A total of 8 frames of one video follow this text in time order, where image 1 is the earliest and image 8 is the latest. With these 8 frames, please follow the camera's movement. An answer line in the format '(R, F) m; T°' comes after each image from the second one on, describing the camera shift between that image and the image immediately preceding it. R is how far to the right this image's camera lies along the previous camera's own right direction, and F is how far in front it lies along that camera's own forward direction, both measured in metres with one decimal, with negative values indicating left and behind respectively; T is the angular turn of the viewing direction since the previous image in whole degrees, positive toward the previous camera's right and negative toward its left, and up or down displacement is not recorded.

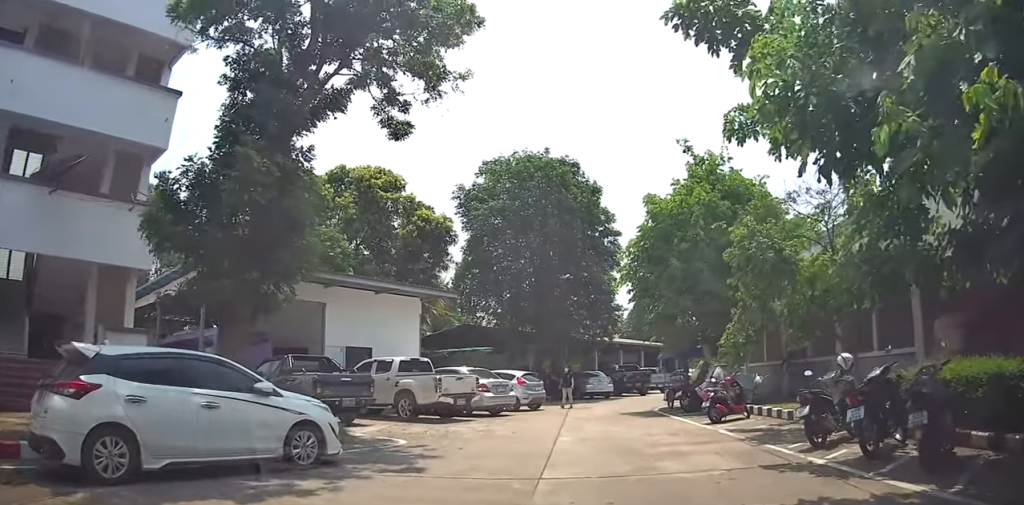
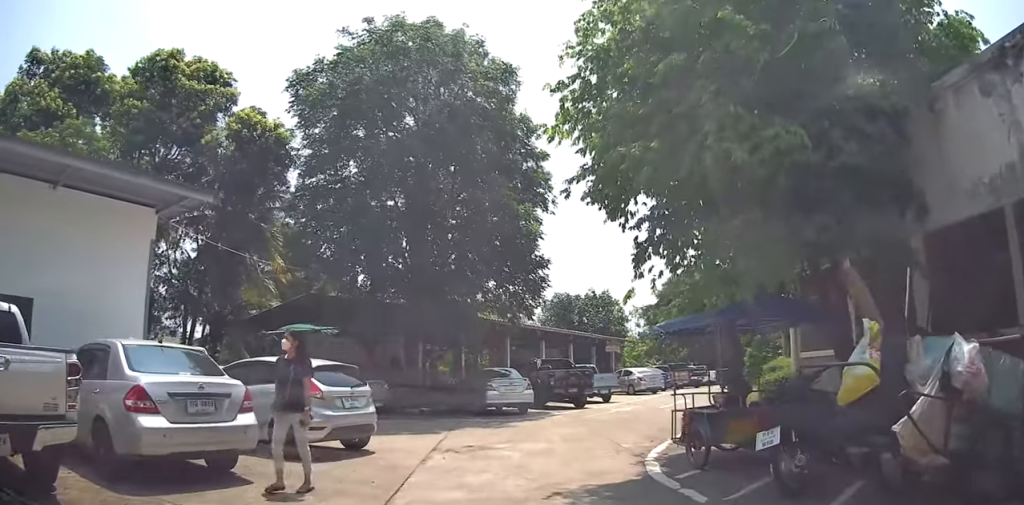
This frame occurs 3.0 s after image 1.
(+0.9, +16.9) m; +2°
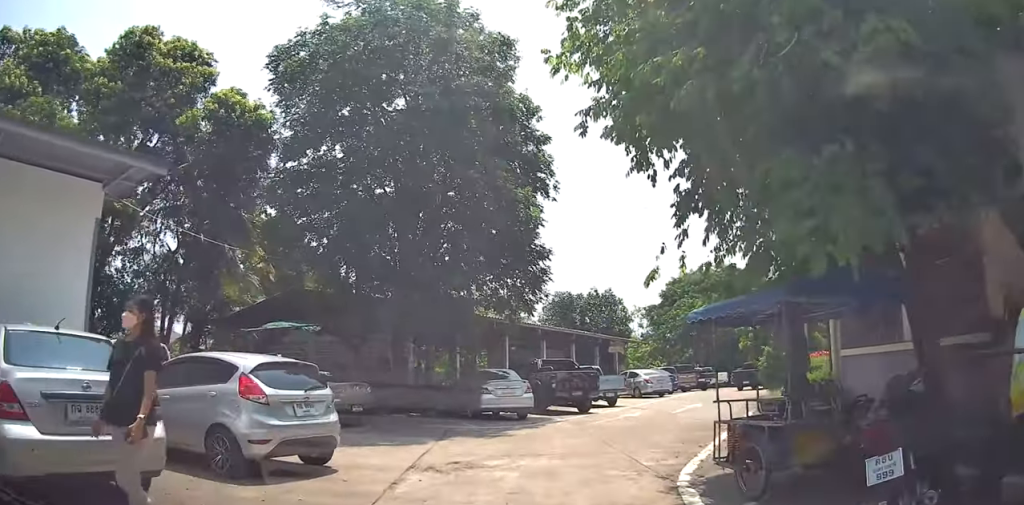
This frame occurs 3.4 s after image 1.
(0.0, +2.7) m; 0°
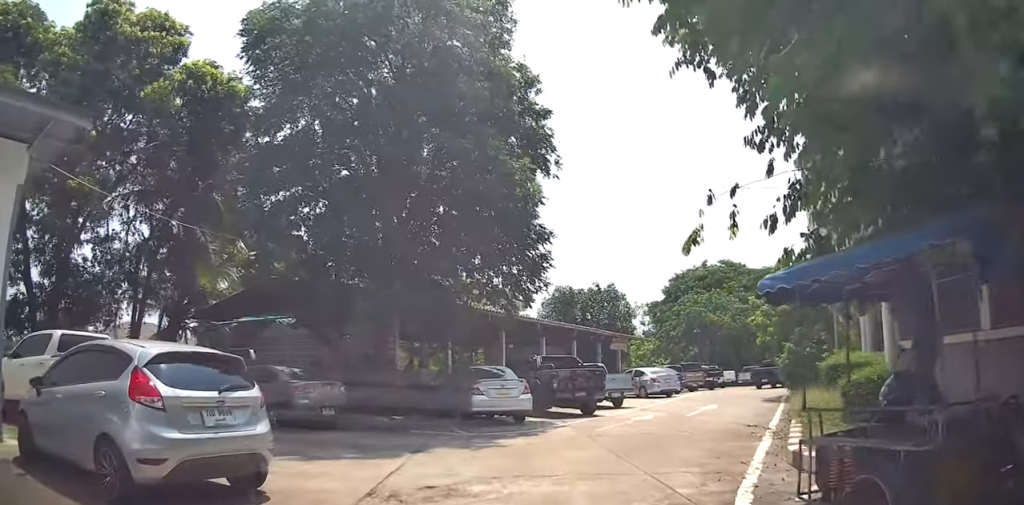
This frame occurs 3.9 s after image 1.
(0.0, +3.0) m; 0°
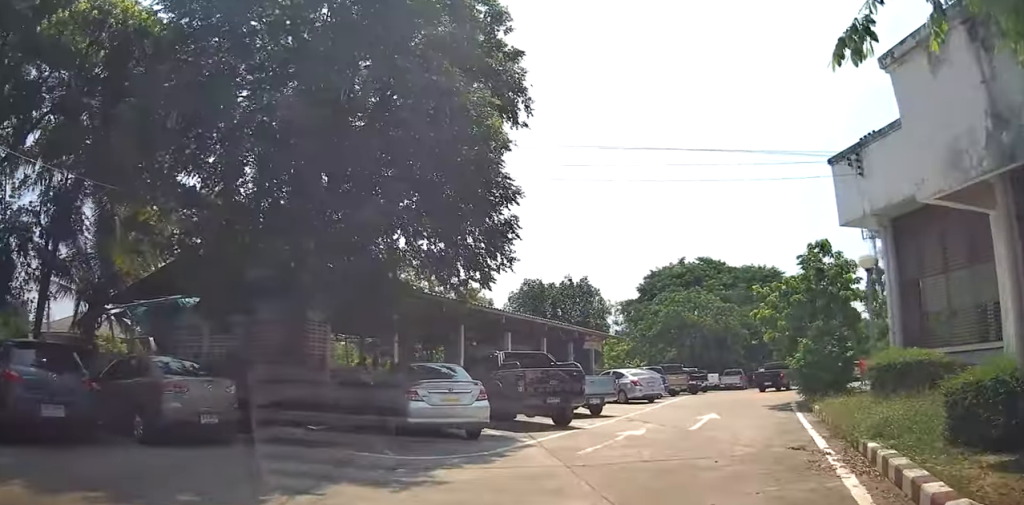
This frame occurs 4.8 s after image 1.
(0.0, +5.5) m; +4°
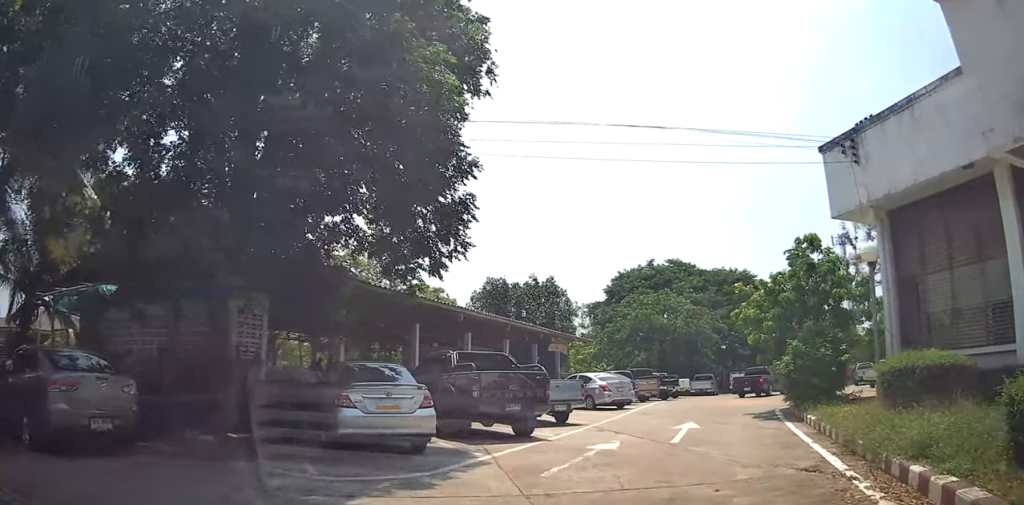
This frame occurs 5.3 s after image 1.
(+0.1, +2.6) m; +1°
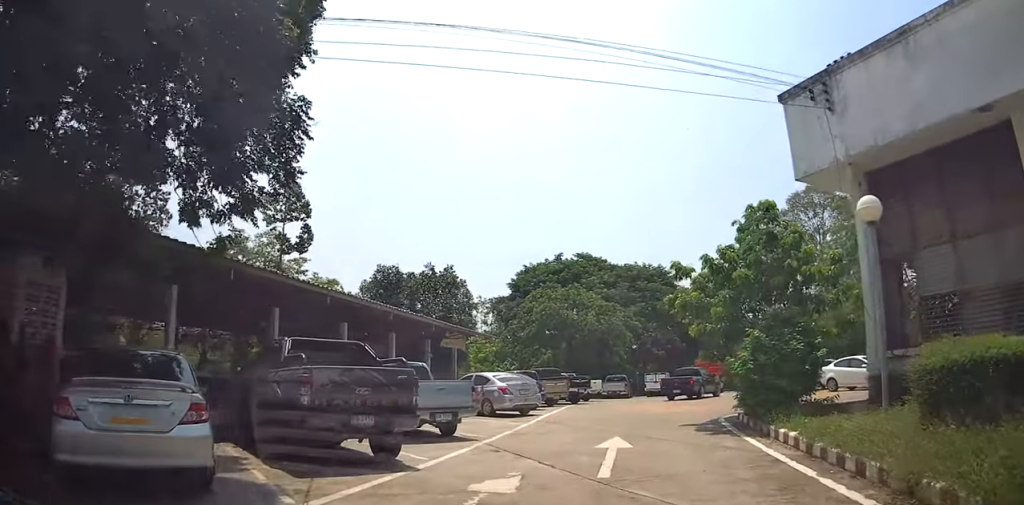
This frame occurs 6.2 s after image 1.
(+0.2, +5.8) m; 0°
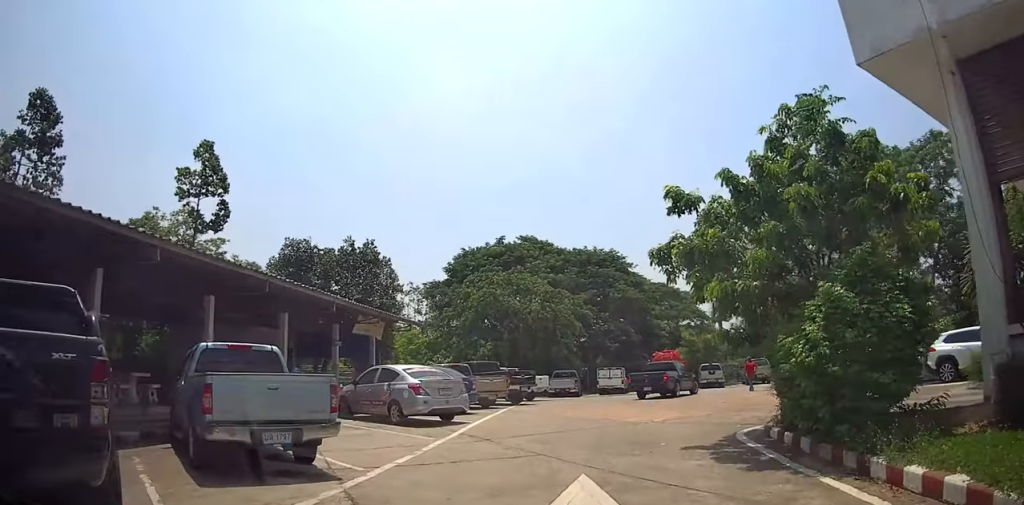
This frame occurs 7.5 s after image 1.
(-0.1, +7.2) m; +4°
